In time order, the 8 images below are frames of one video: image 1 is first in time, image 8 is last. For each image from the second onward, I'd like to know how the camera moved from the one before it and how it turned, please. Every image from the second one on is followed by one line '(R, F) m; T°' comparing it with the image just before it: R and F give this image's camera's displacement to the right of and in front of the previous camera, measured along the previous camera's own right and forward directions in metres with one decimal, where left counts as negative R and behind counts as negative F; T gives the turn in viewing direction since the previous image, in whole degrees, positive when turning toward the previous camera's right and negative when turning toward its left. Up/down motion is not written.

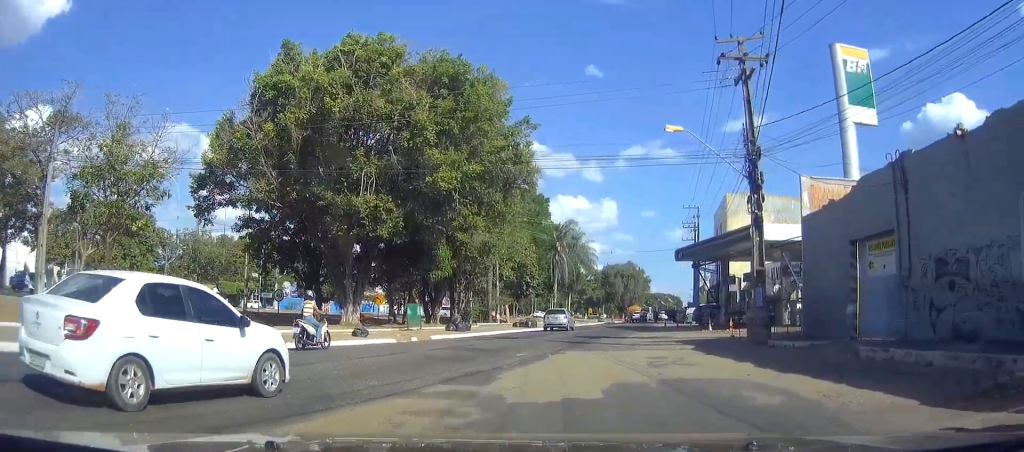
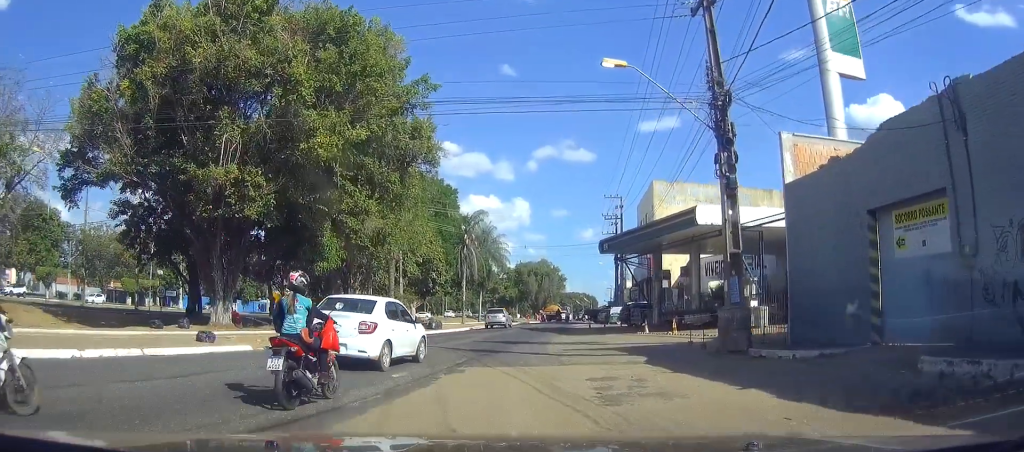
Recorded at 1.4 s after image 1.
(+0.2, +6.2) m; +3°
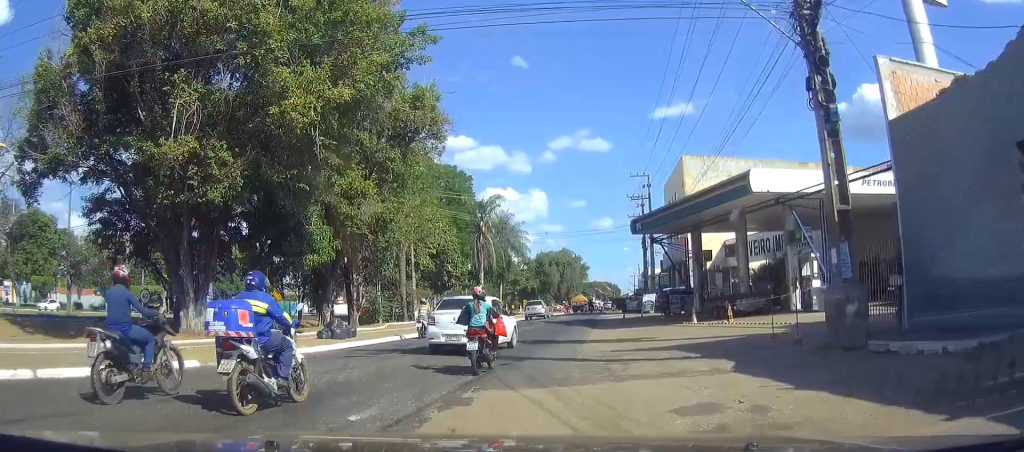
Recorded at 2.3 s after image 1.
(+0.1, +4.8) m; +1°
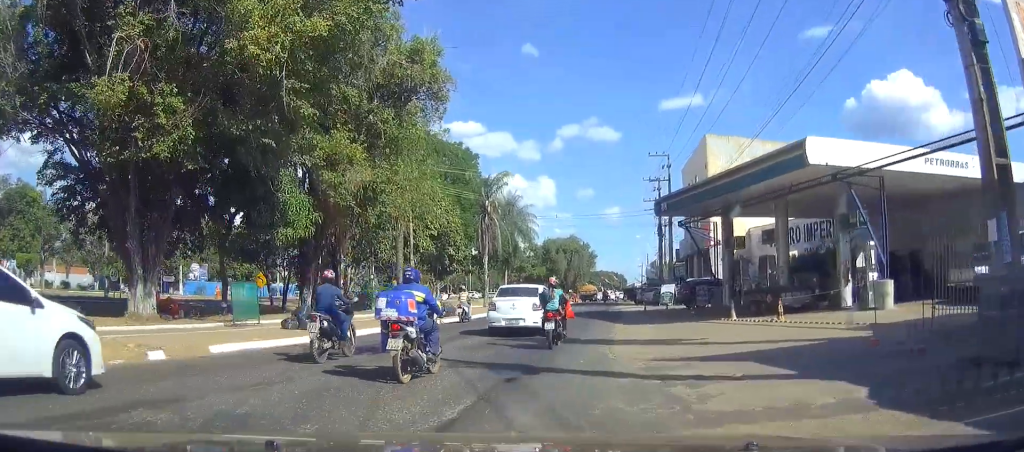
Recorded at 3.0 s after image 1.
(0.0, +4.4) m; 0°
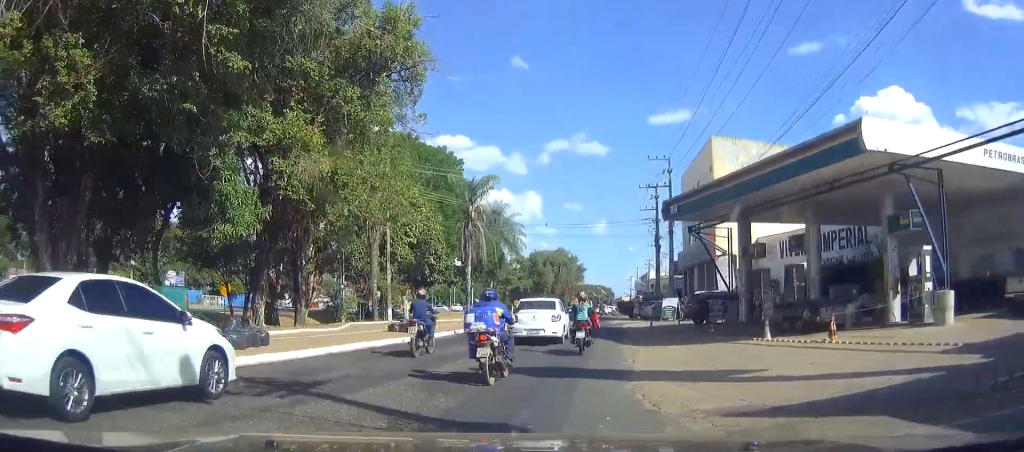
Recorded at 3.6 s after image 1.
(0.0, +4.3) m; 0°
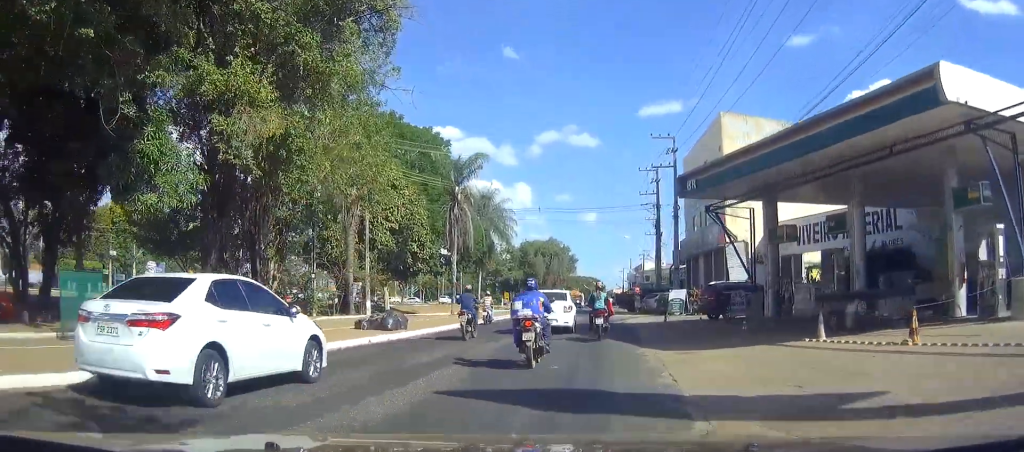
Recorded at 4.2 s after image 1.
(0.0, +4.3) m; 0°
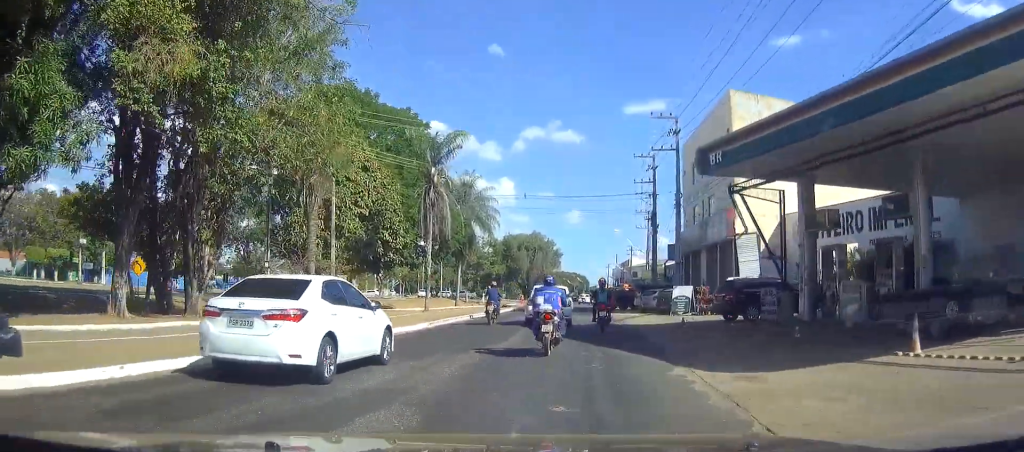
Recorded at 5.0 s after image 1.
(0.0, +5.3) m; 0°
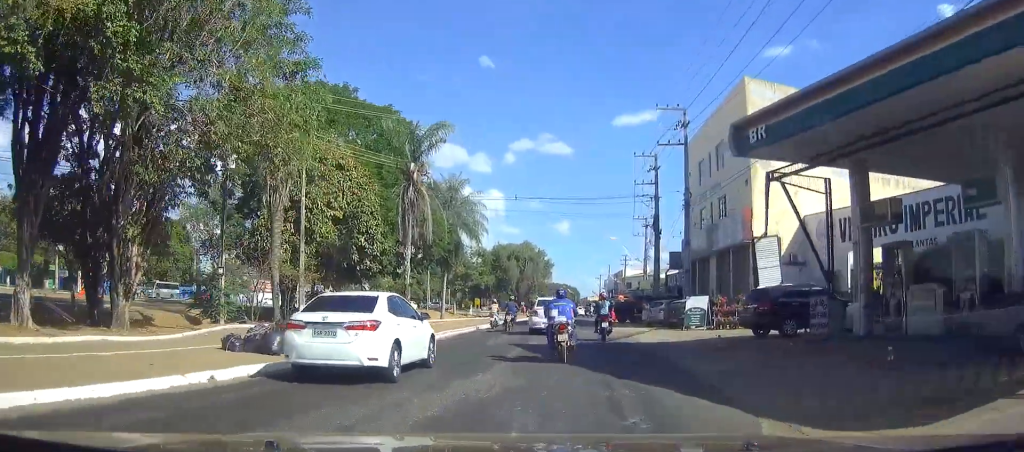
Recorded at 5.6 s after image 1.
(0.0, +4.8) m; 0°
